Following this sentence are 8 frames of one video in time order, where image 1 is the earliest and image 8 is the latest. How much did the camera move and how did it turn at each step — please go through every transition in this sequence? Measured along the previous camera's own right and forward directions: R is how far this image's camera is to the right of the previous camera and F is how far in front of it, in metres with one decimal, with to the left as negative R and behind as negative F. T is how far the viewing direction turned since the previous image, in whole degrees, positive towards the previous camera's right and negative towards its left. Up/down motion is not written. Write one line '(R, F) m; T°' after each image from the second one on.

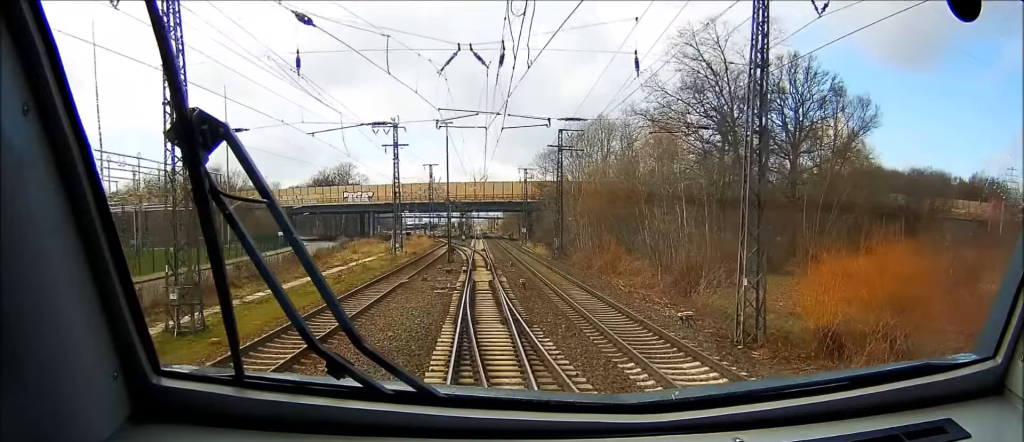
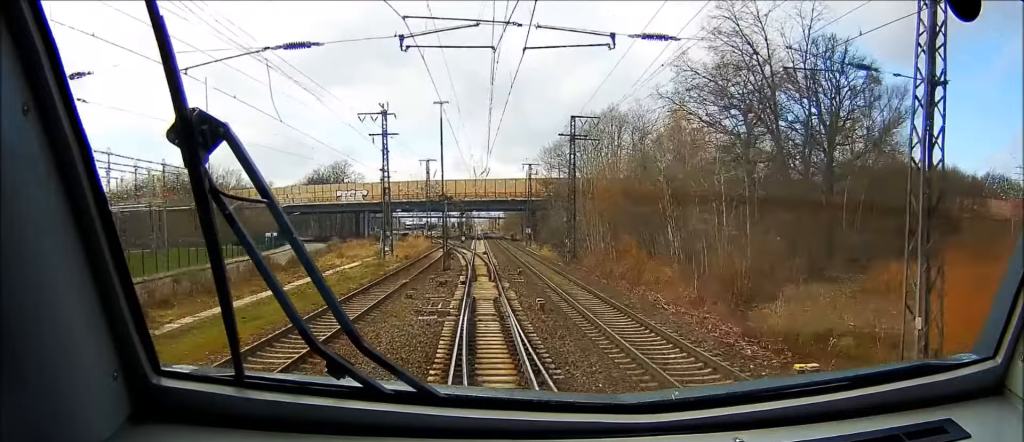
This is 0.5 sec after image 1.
(0.0, +7.7) m; 0°
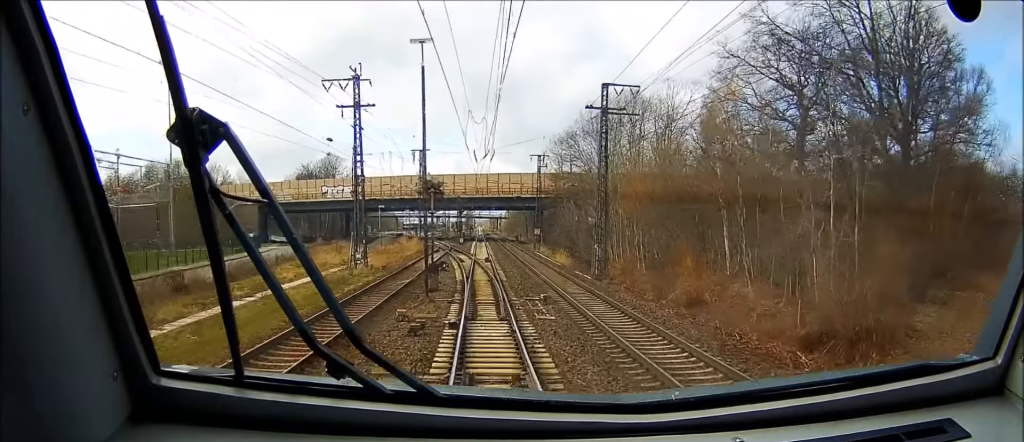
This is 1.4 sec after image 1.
(0.0, +14.0) m; 0°
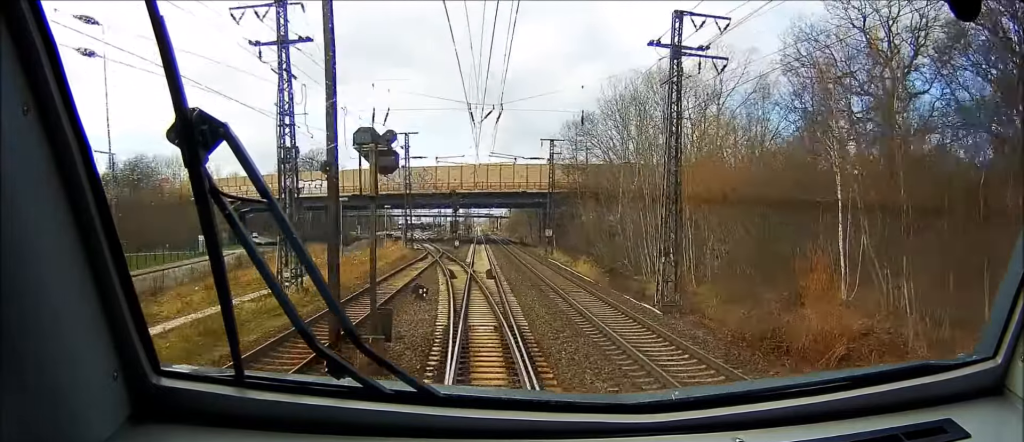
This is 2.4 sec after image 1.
(+0.1, +16.1) m; +1°
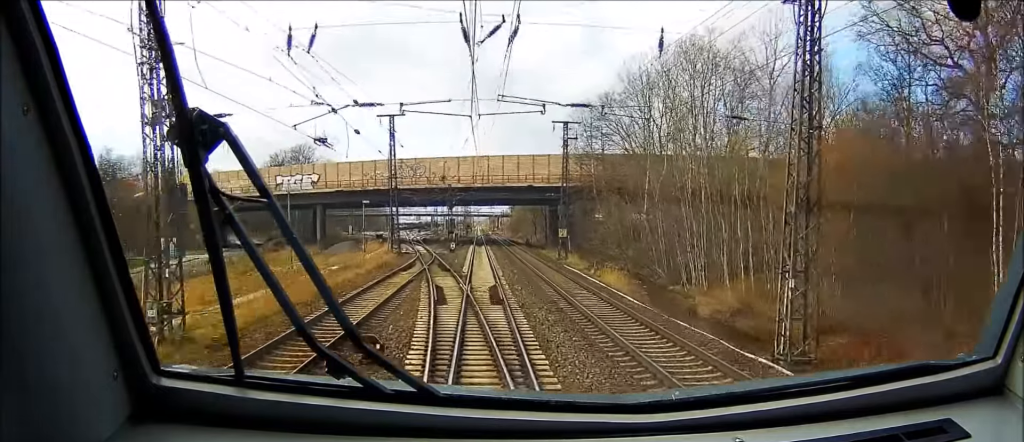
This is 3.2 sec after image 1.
(+0.1, +11.9) m; +1°
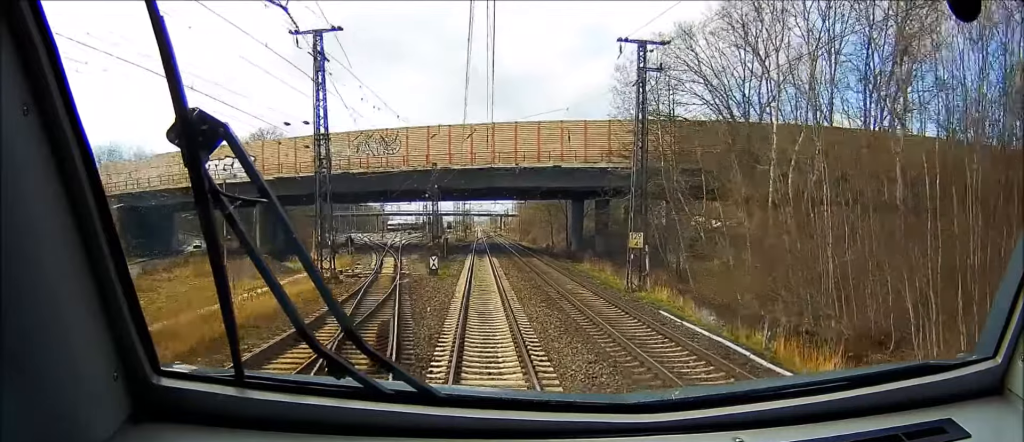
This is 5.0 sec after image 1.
(-0.2, +28.3) m; -1°
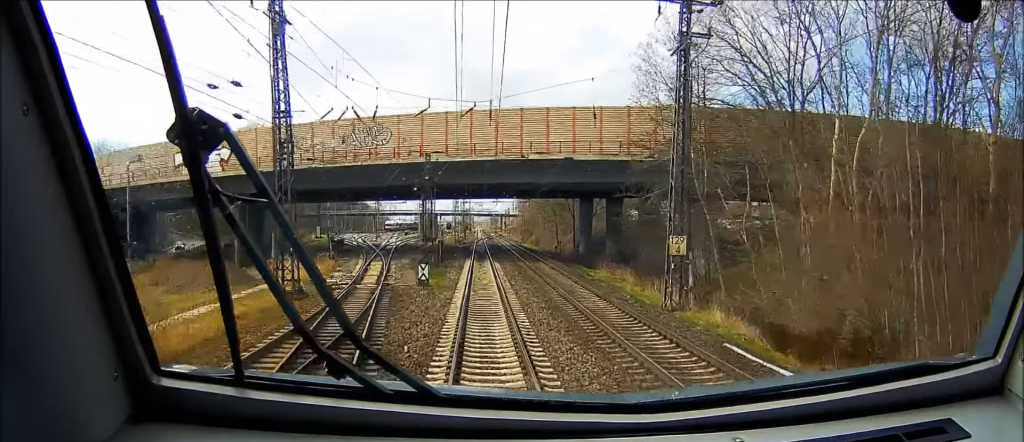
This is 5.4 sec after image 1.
(0.0, +6.9) m; 0°
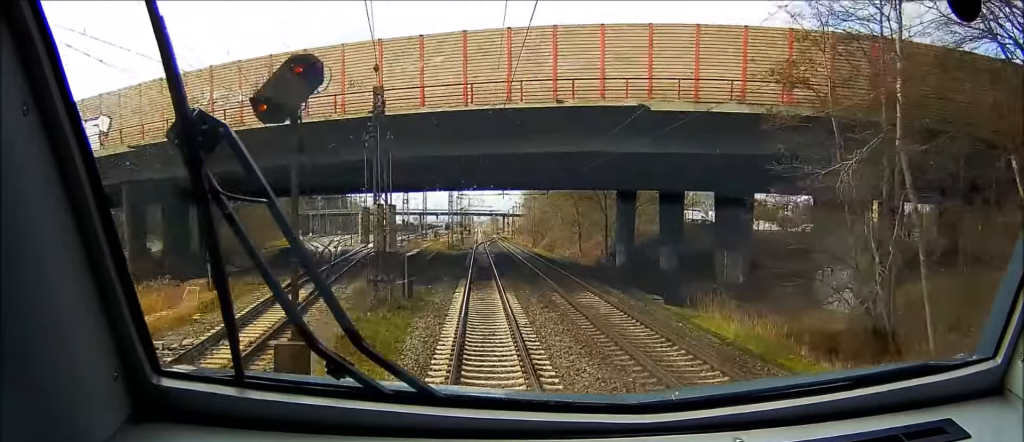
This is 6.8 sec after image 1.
(+0.2, +22.2) m; 0°
